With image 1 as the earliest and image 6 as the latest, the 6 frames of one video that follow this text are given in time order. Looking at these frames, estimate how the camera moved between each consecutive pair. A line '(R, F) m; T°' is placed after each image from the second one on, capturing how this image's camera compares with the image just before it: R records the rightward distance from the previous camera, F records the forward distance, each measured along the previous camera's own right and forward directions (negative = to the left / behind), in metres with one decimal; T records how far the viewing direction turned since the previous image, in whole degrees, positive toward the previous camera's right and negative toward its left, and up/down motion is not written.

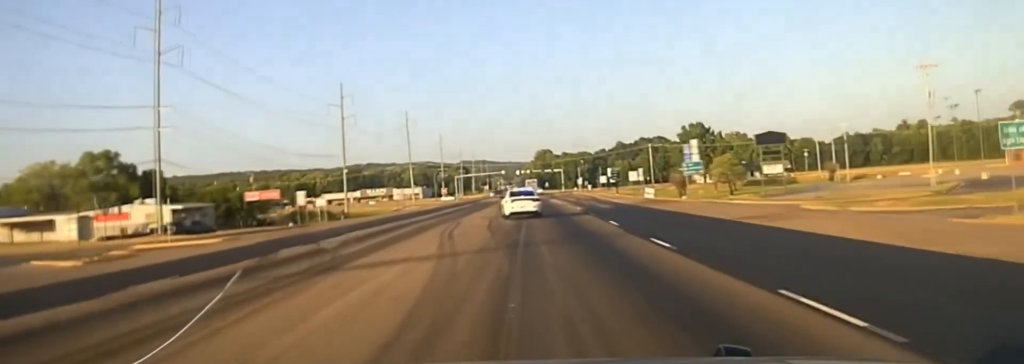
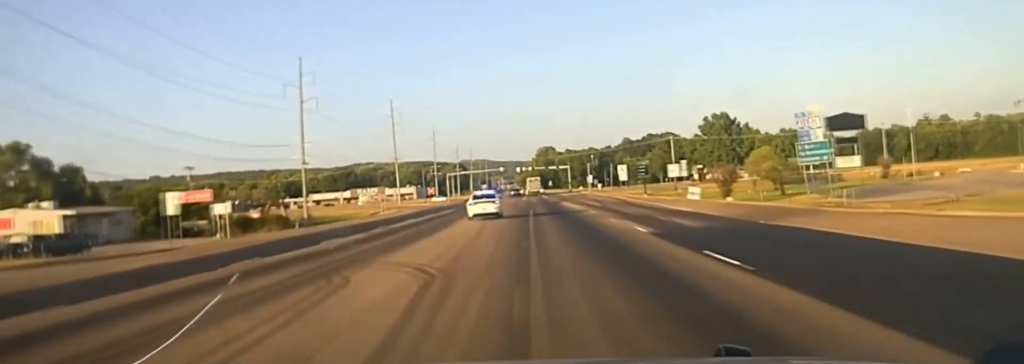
(0.0, +30.0) m; 0°
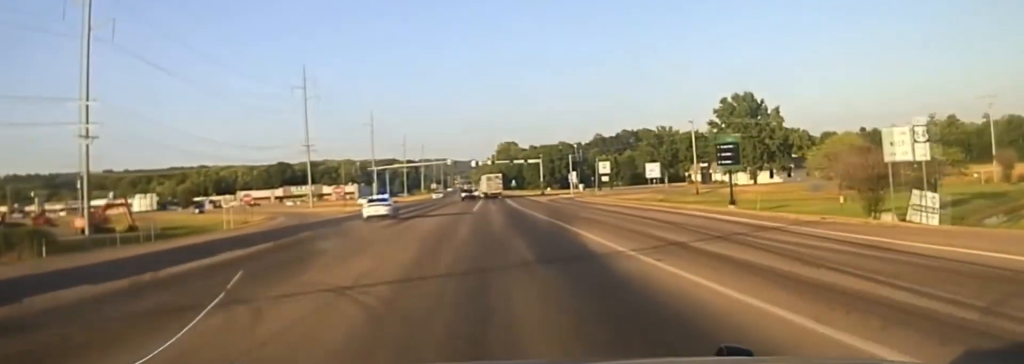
(+1.4, +59.4) m; +3°
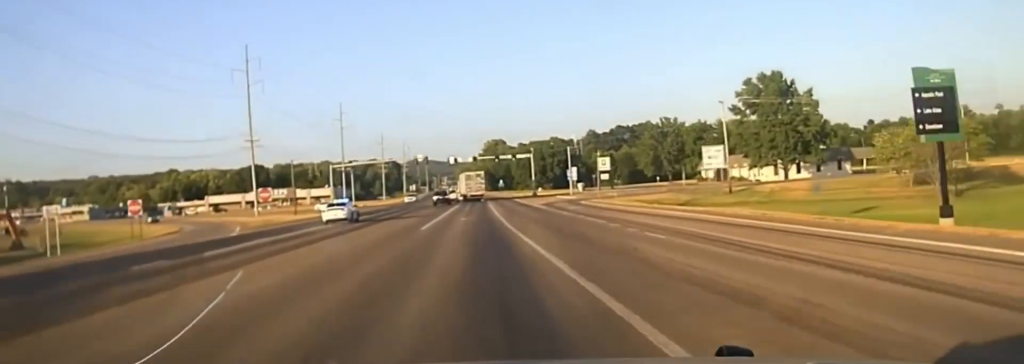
(+0.3, +28.7) m; +1°
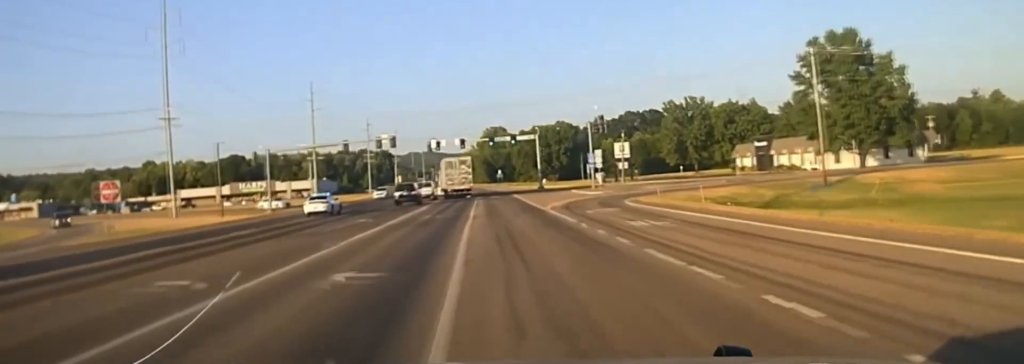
(0.0, +34.9) m; 0°
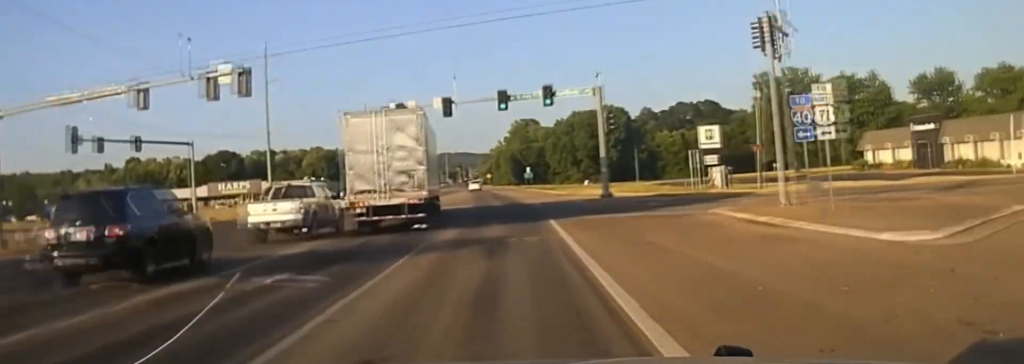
(-1.2, +62.4) m; -3°
